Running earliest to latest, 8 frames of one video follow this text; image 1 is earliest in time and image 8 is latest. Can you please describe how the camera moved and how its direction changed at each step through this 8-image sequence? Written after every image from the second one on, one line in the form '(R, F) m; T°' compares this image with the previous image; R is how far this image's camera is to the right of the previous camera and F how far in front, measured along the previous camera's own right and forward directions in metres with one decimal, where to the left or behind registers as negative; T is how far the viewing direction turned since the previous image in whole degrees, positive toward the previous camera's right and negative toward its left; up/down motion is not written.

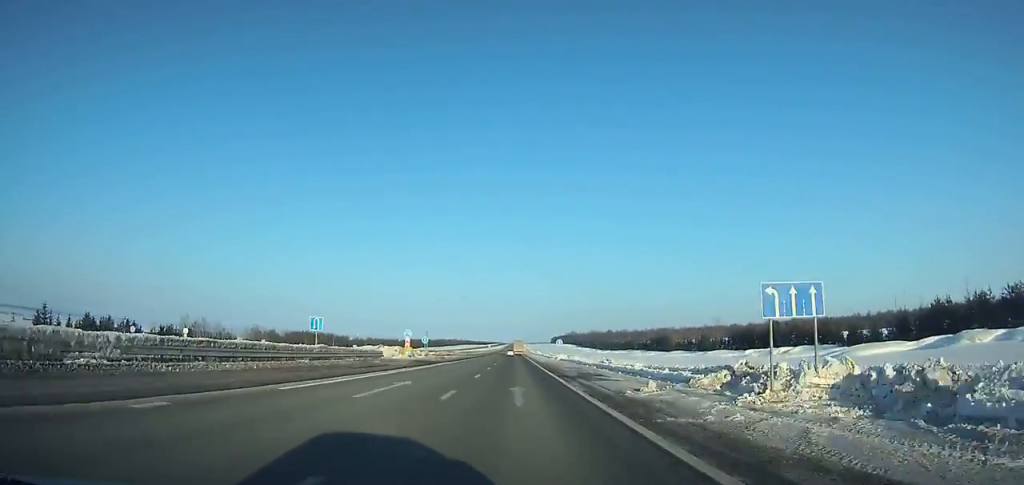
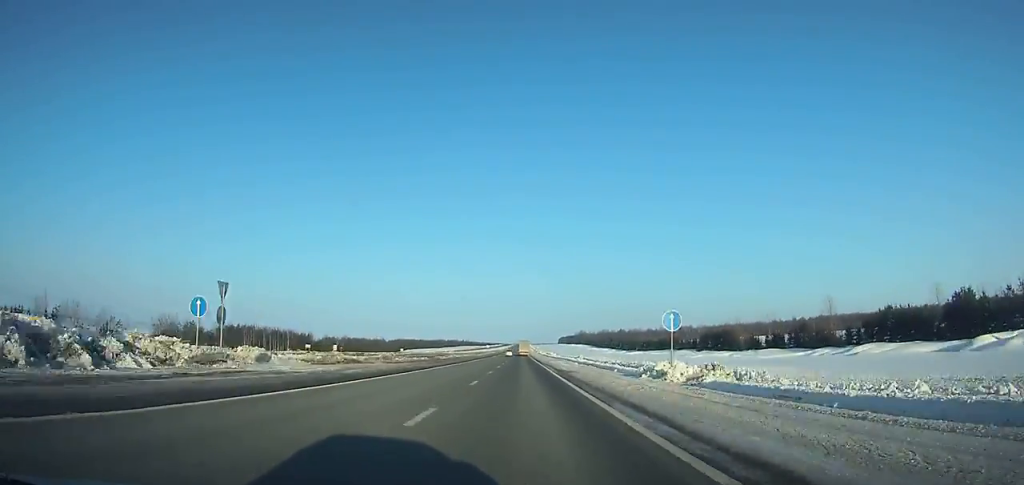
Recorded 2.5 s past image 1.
(0.0, +64.7) m; 0°
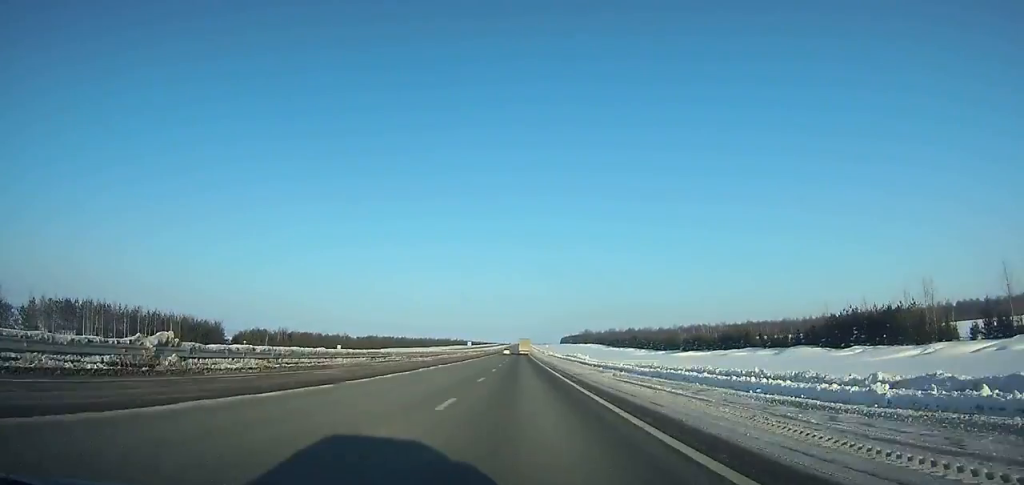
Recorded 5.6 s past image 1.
(0.0, +80.6) m; 0°
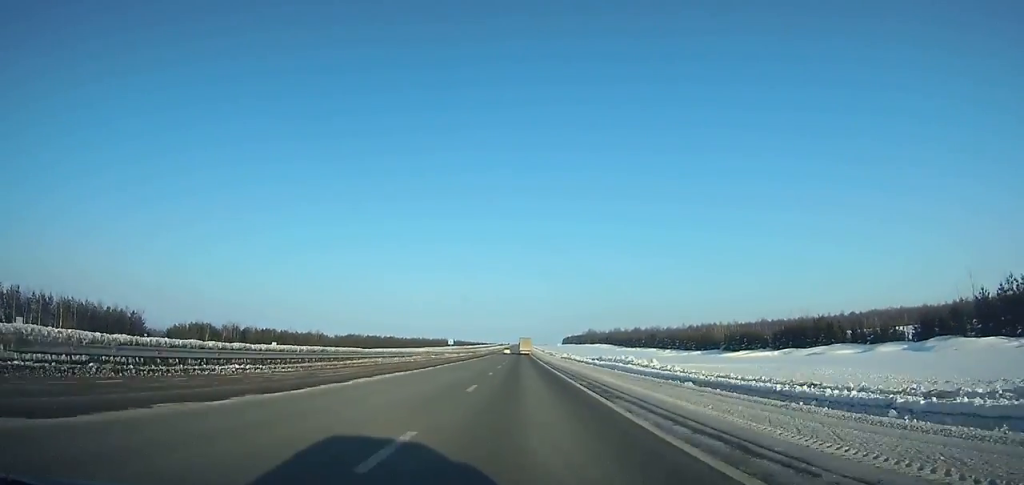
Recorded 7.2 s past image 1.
(-0.2, +41.7) m; 0°
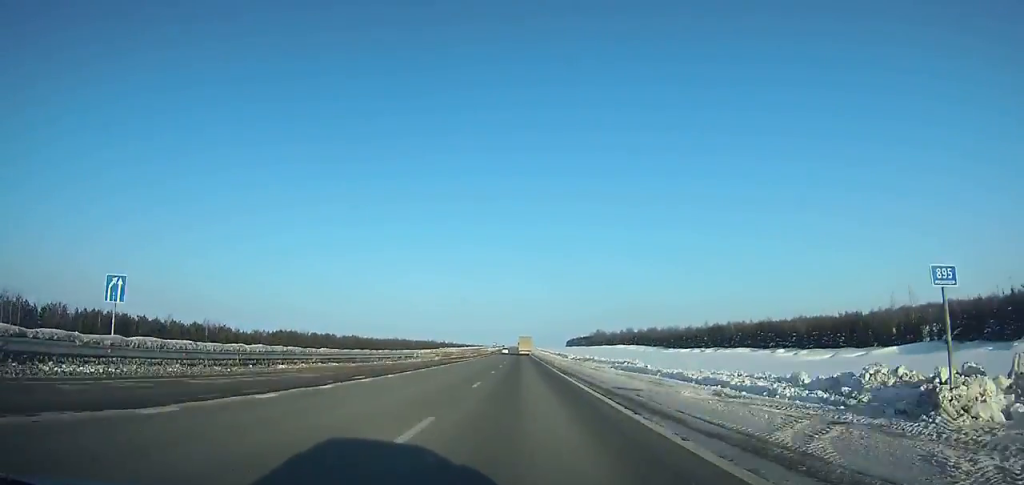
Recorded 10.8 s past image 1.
(-0.1, +93.8) m; 0°
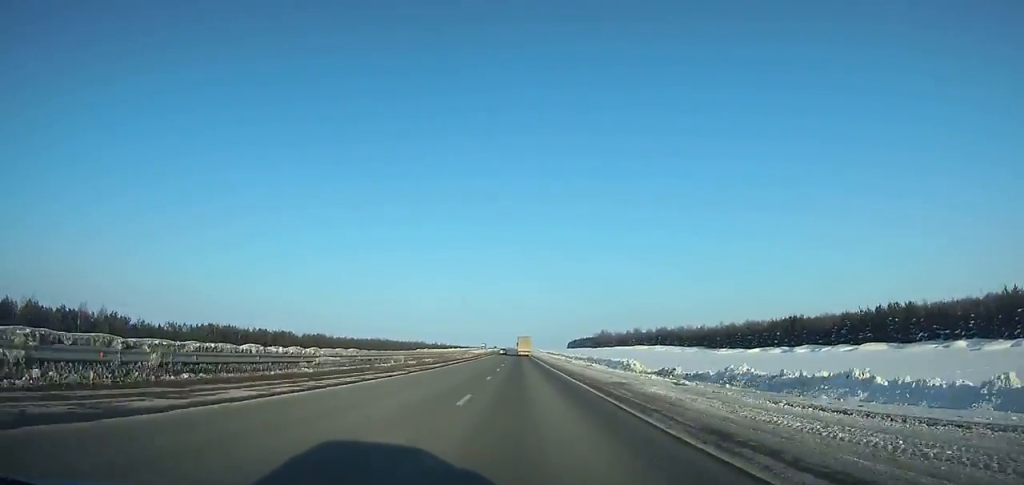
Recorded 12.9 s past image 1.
(+0.1, +54.9) m; 0°
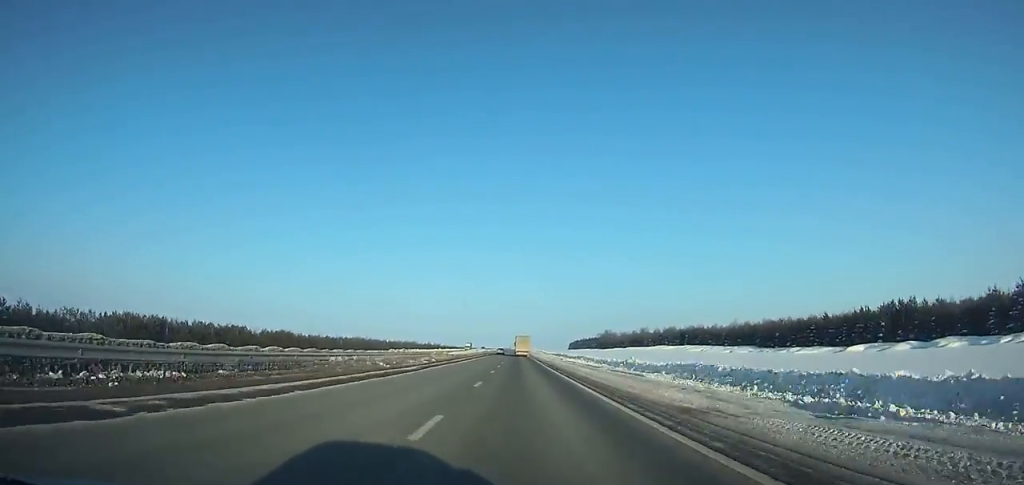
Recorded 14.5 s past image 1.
(0.0, +41.9) m; 0°
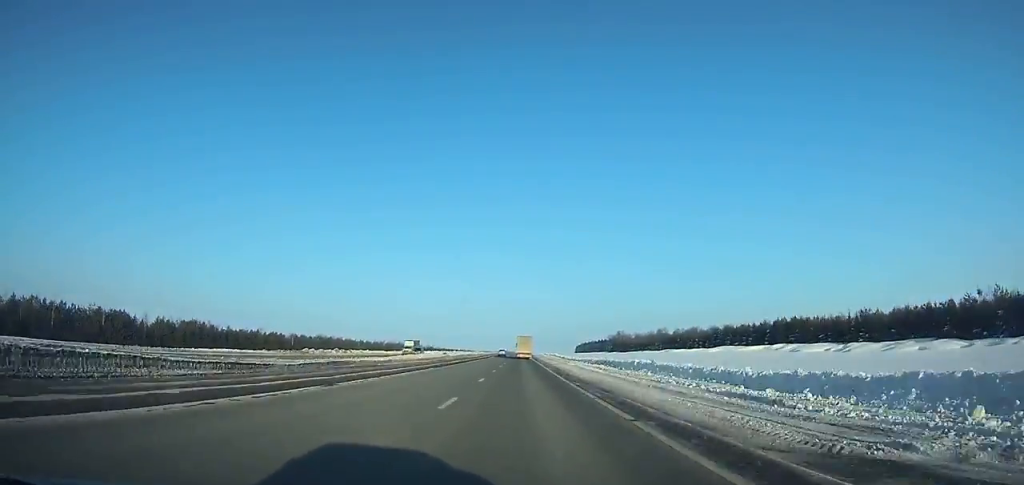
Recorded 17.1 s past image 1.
(0.0, +68.6) m; 0°
